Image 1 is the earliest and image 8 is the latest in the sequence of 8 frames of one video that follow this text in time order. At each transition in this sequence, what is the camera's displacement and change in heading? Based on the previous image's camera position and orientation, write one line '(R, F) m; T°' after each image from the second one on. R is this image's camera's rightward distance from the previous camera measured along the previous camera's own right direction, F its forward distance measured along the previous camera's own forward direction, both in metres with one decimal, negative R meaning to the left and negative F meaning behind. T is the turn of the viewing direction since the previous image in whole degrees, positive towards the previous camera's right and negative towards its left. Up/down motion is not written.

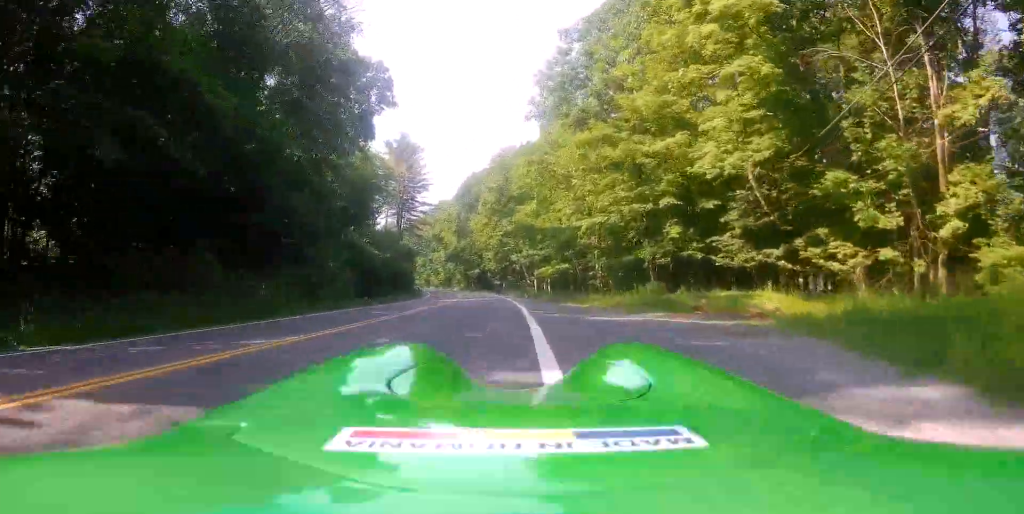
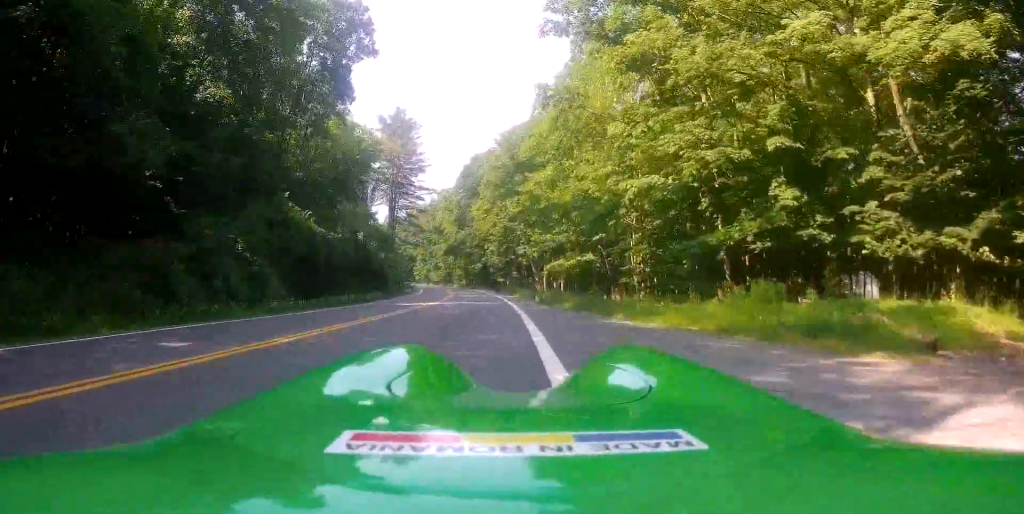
(0.0, +12.0) m; 0°
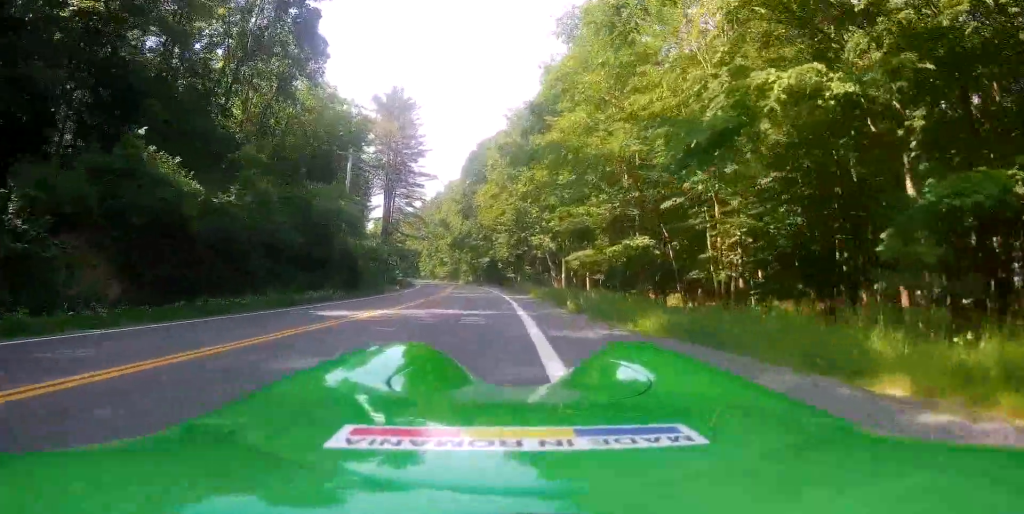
(0.0, +12.0) m; 0°
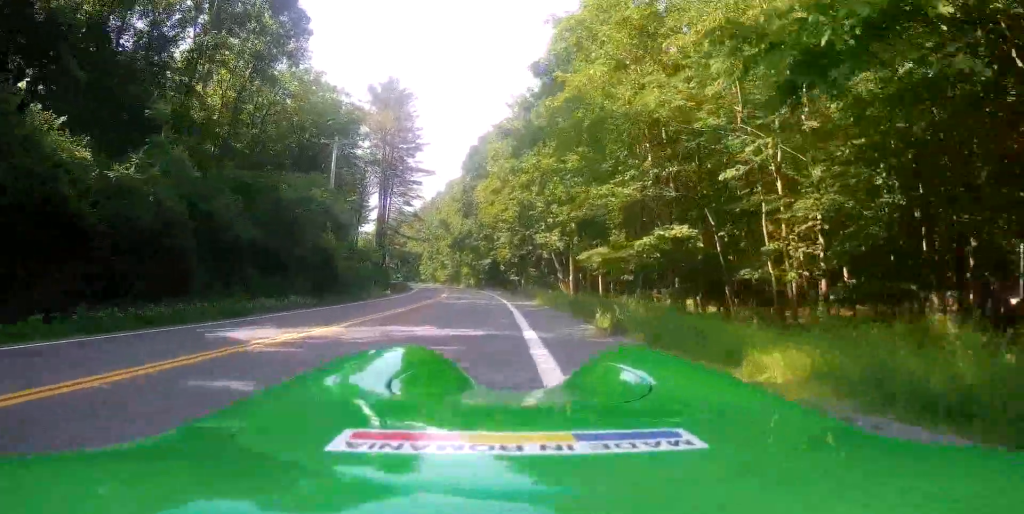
(0.0, +4.8) m; 0°
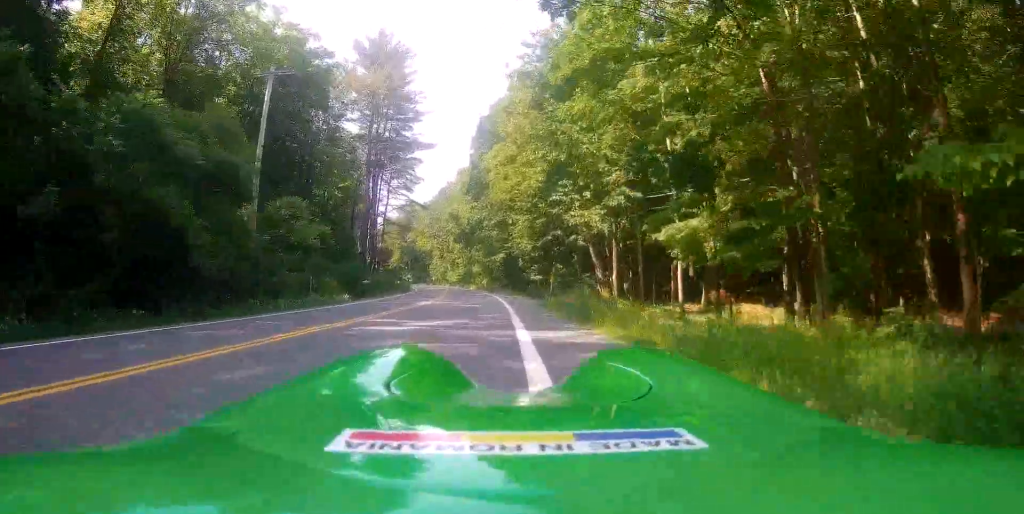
(0.0, +16.1) m; -2°
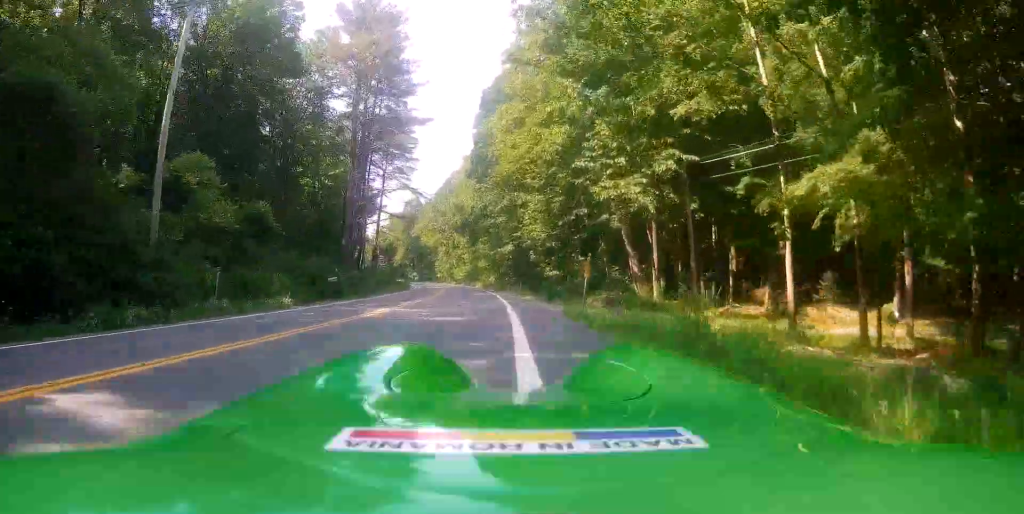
(-0.3, +9.3) m; -1°
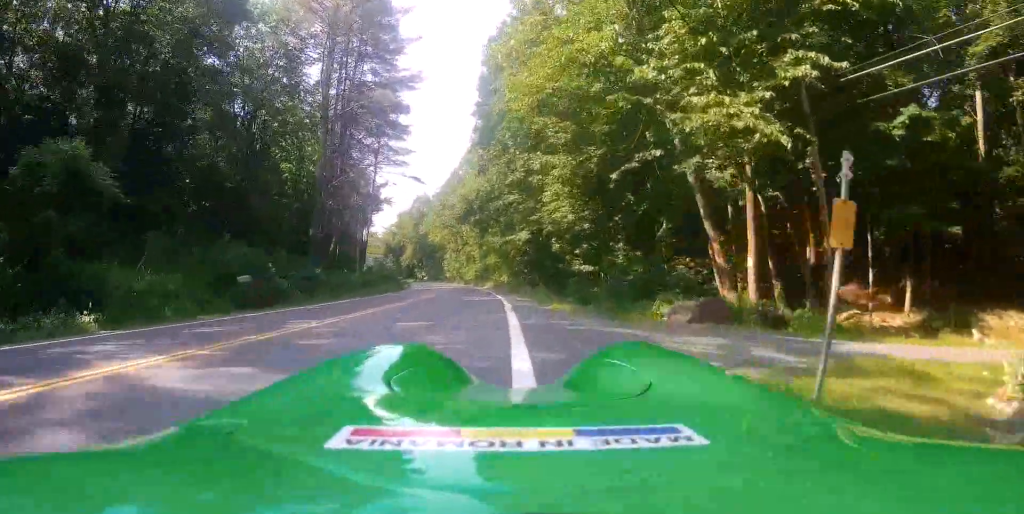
(-0.1, +11.5) m; 0°
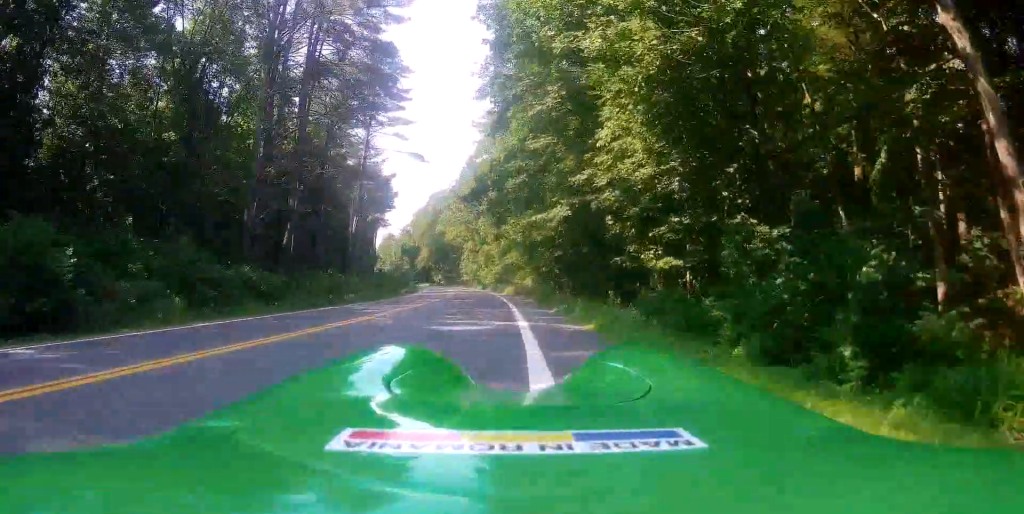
(0.0, +13.8) m; -1°
